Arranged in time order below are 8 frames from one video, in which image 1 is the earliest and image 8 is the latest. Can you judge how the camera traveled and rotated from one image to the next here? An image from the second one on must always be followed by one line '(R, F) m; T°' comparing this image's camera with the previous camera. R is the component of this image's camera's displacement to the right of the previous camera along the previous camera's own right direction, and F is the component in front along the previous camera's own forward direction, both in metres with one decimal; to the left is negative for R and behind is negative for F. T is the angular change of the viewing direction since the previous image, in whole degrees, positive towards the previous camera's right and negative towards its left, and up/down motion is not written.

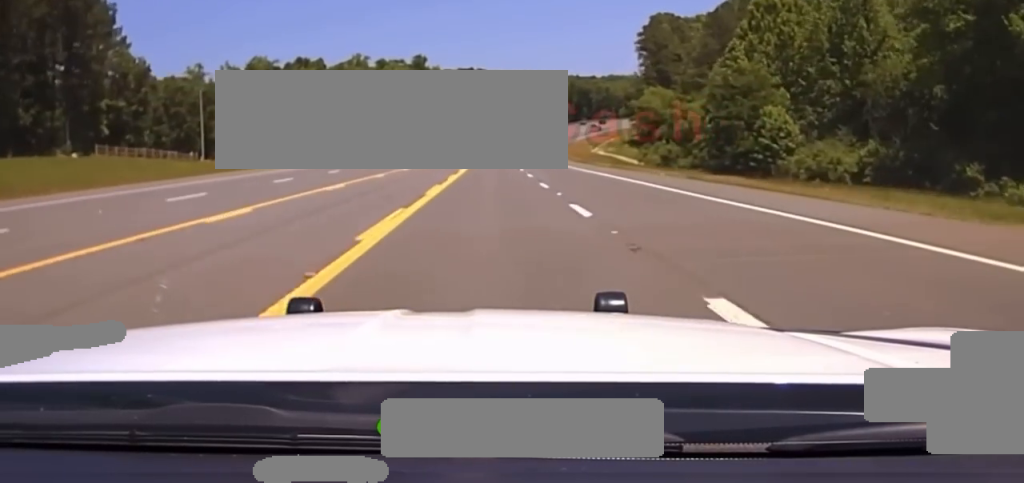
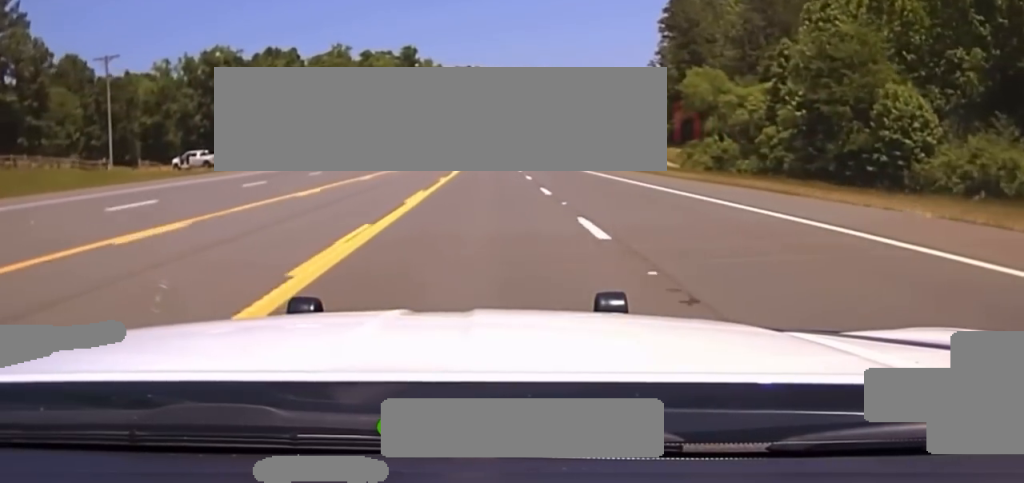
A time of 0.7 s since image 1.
(-0.1, +27.1) m; 0°
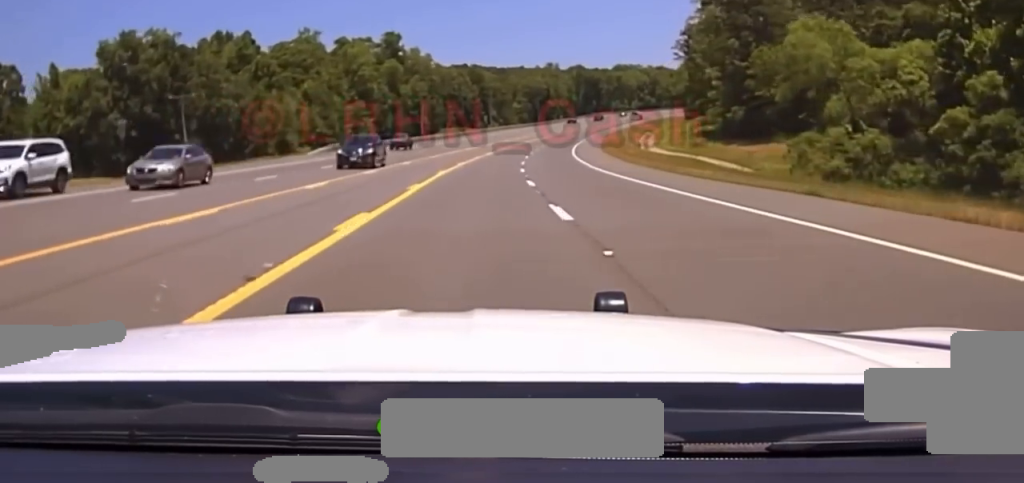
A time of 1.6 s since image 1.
(-0.1, +31.1) m; 0°
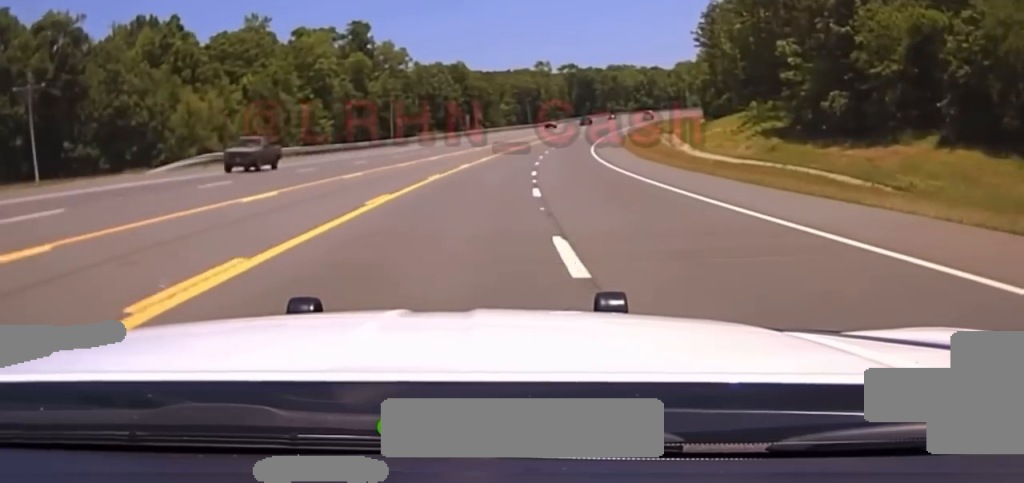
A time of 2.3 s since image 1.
(0.0, +26.9) m; +1°
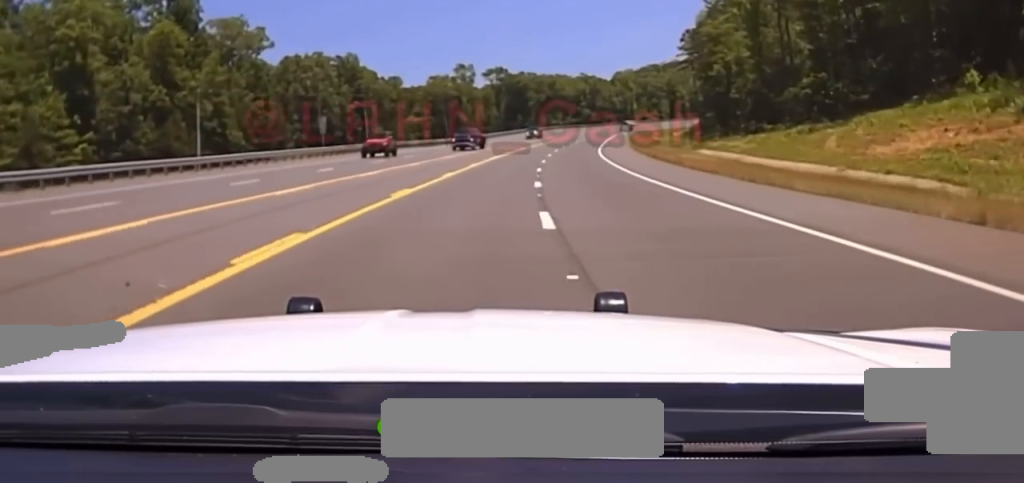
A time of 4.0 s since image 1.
(+1.4, +62.7) m; +4°
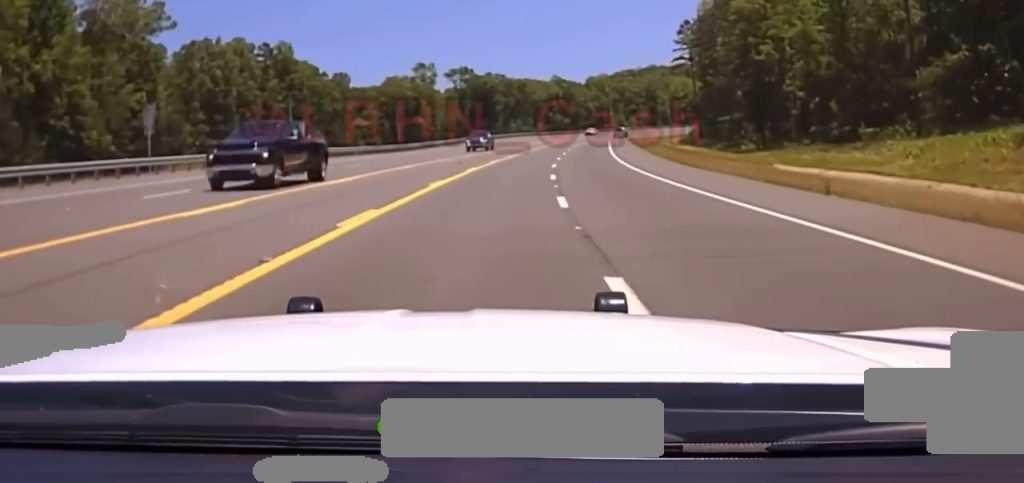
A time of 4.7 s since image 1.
(+0.9, +32.0) m; +3°
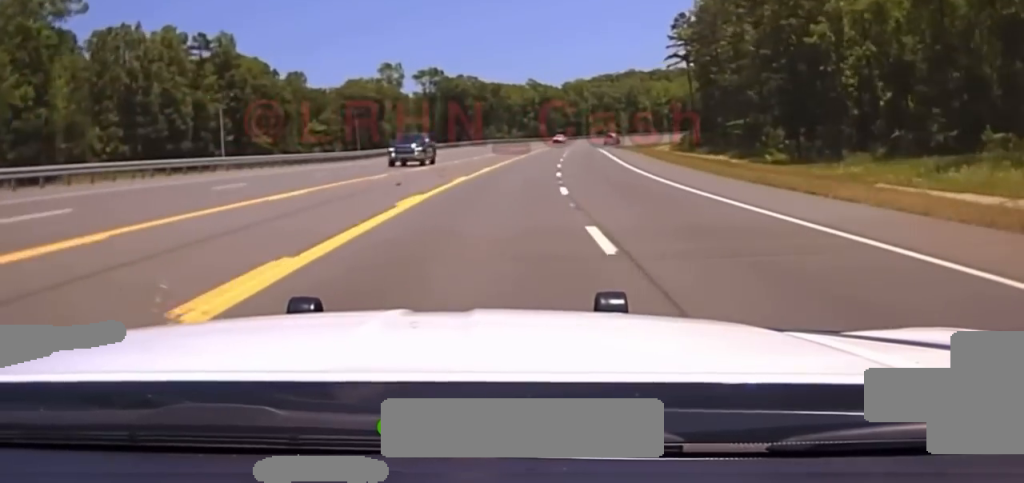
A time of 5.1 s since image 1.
(+0.2, +19.6) m; +2°
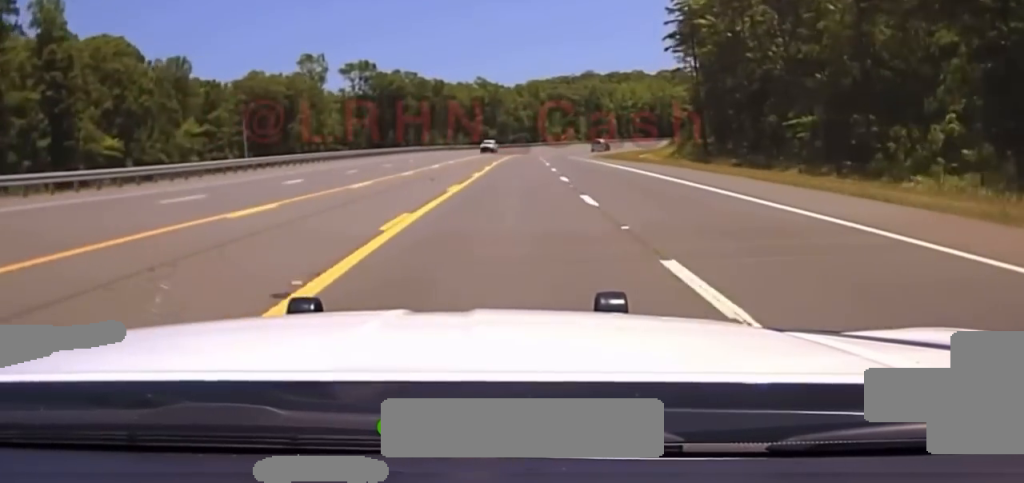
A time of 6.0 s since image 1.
(+1.1, +43.2) m; +3°
